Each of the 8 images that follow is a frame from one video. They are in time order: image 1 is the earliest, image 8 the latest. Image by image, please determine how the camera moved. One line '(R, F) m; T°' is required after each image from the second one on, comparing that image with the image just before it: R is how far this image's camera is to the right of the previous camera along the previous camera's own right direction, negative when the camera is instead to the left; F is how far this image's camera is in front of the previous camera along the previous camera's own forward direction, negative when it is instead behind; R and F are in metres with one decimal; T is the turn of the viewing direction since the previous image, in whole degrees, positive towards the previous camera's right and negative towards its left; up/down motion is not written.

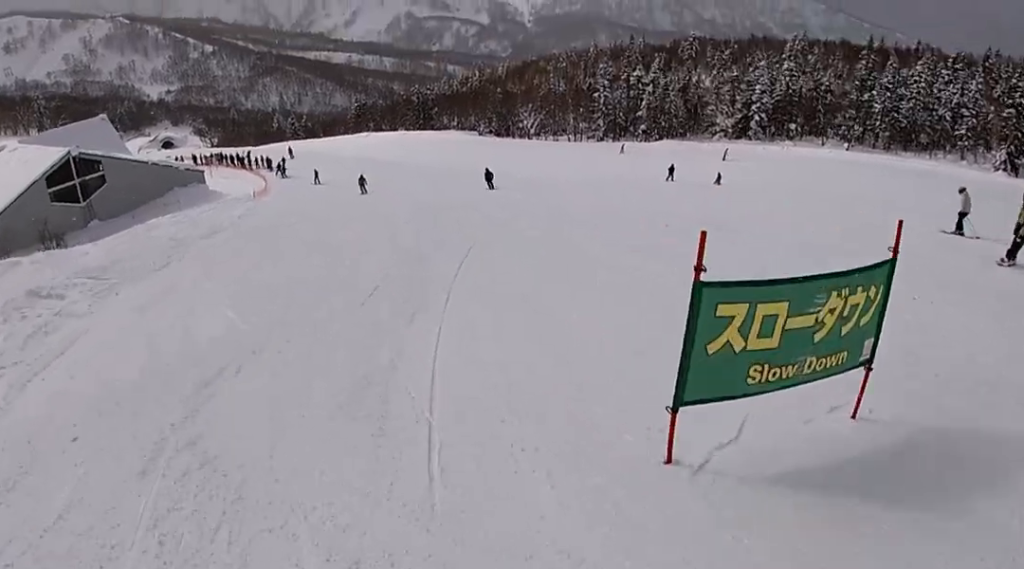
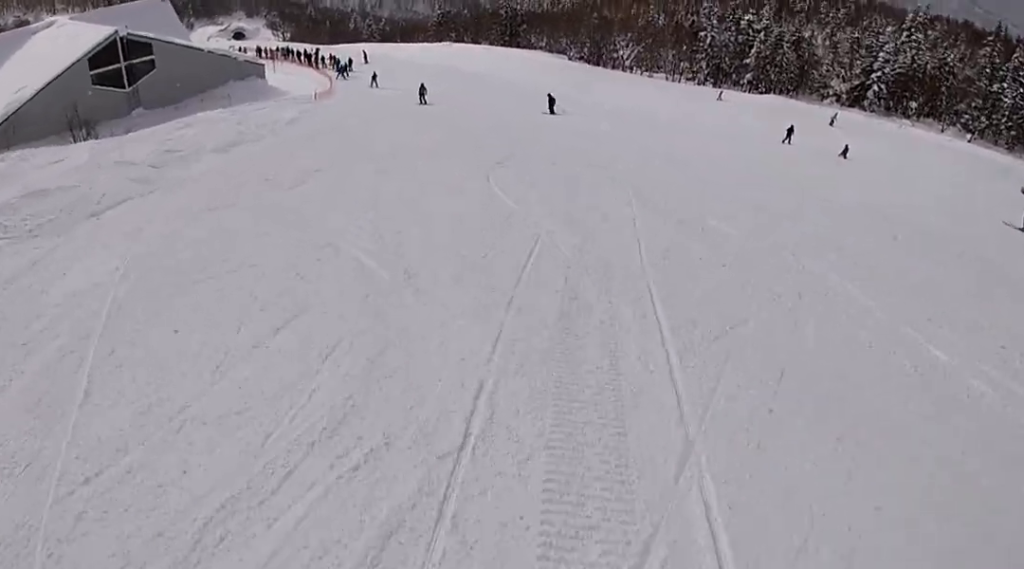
(0.0, +5.5) m; 0°
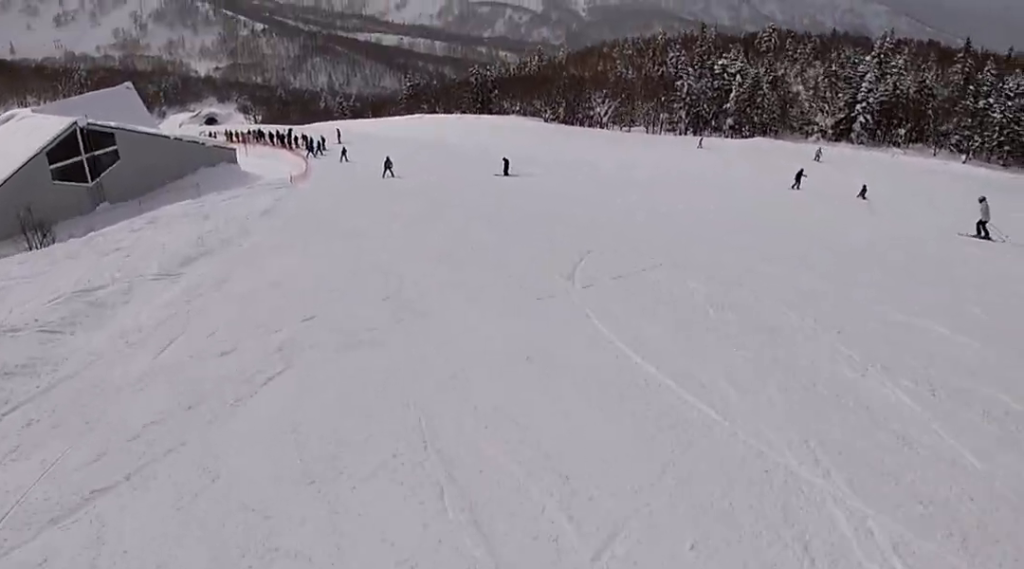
(0.0, +4.8) m; 0°
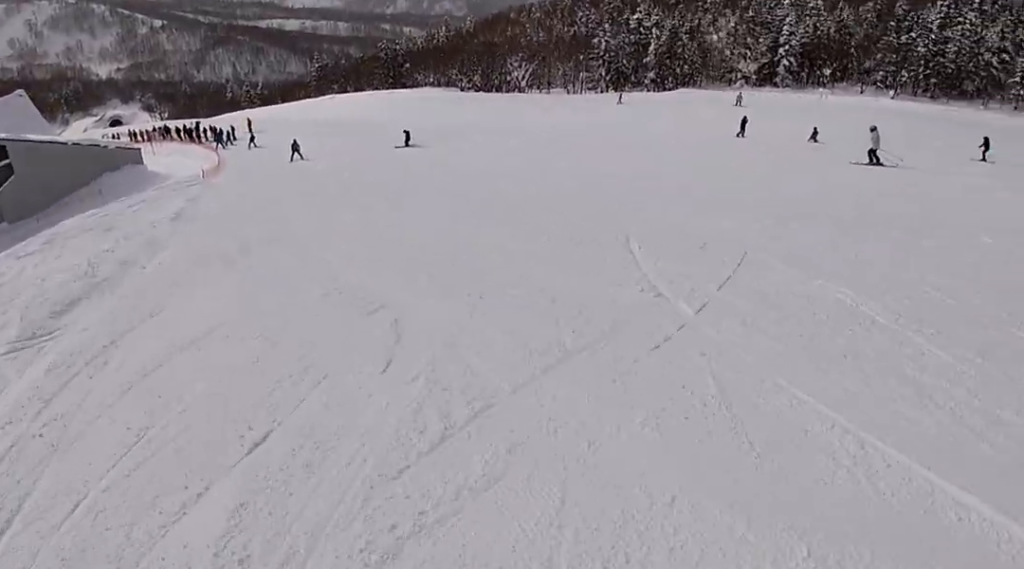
(0.0, +3.5) m; +2°
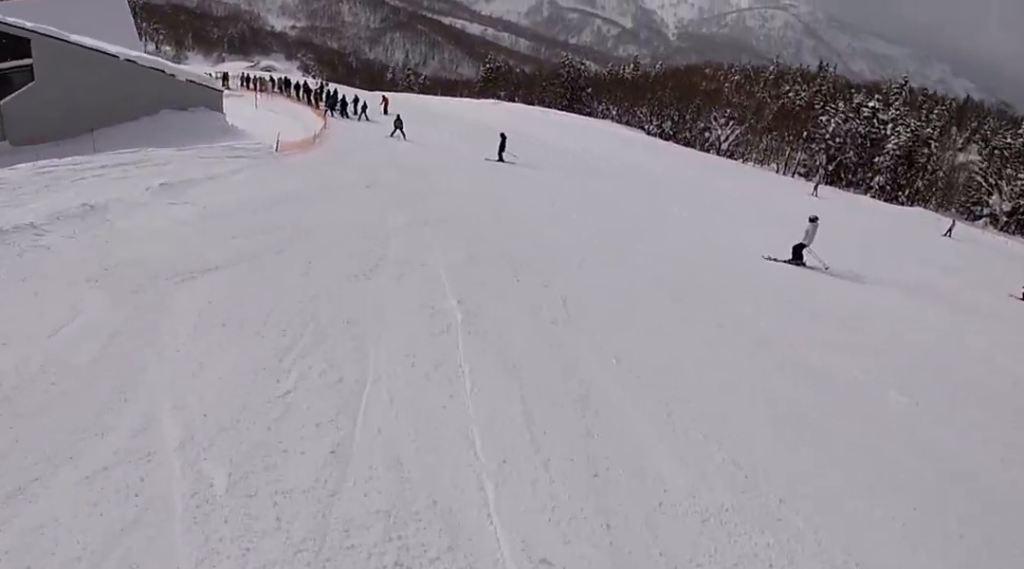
(+0.6, +16.0) m; -4°
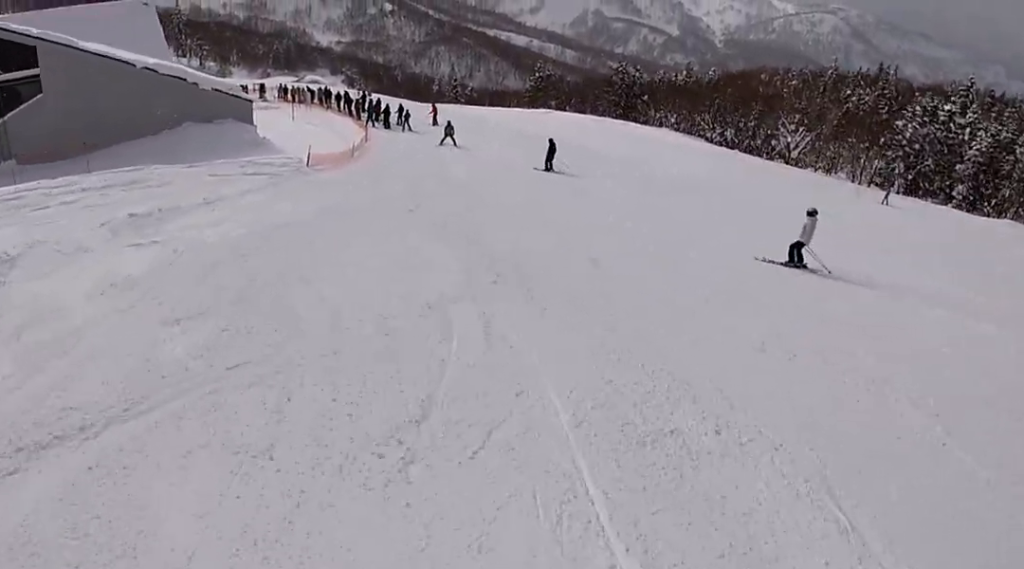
(-0.6, +4.3) m; -2°
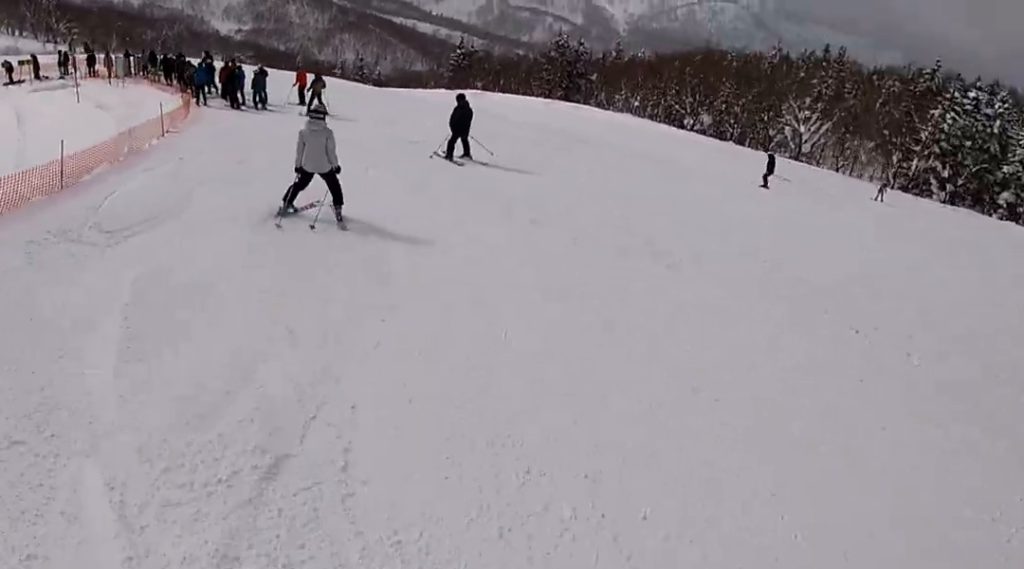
(+0.8, +19.7) m; +2°
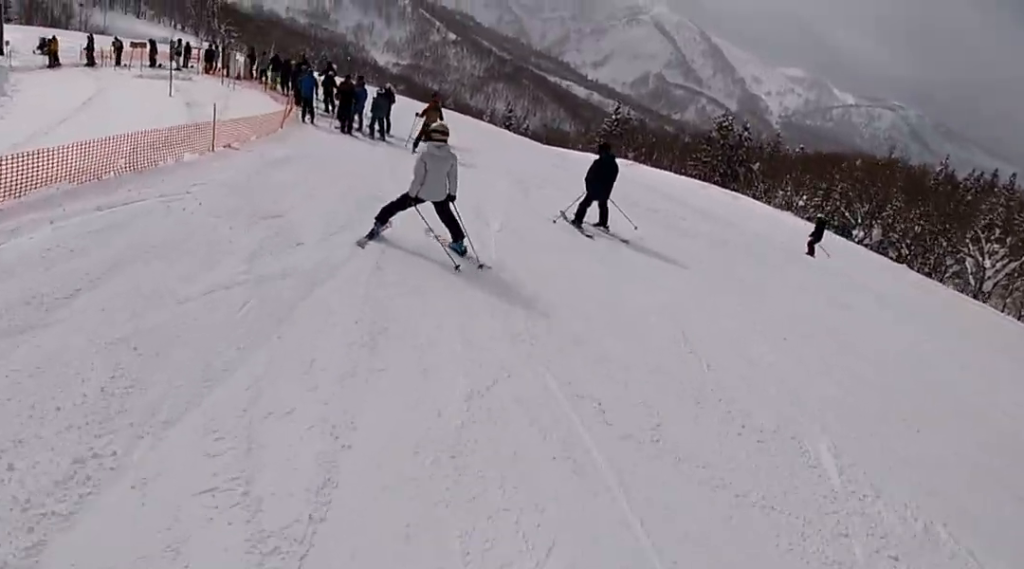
(+0.2, +5.5) m; -12°
